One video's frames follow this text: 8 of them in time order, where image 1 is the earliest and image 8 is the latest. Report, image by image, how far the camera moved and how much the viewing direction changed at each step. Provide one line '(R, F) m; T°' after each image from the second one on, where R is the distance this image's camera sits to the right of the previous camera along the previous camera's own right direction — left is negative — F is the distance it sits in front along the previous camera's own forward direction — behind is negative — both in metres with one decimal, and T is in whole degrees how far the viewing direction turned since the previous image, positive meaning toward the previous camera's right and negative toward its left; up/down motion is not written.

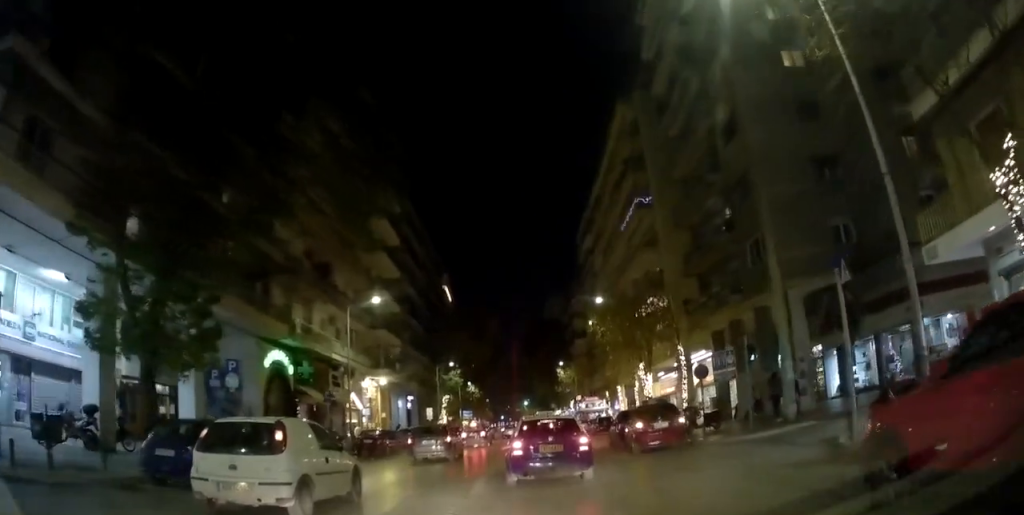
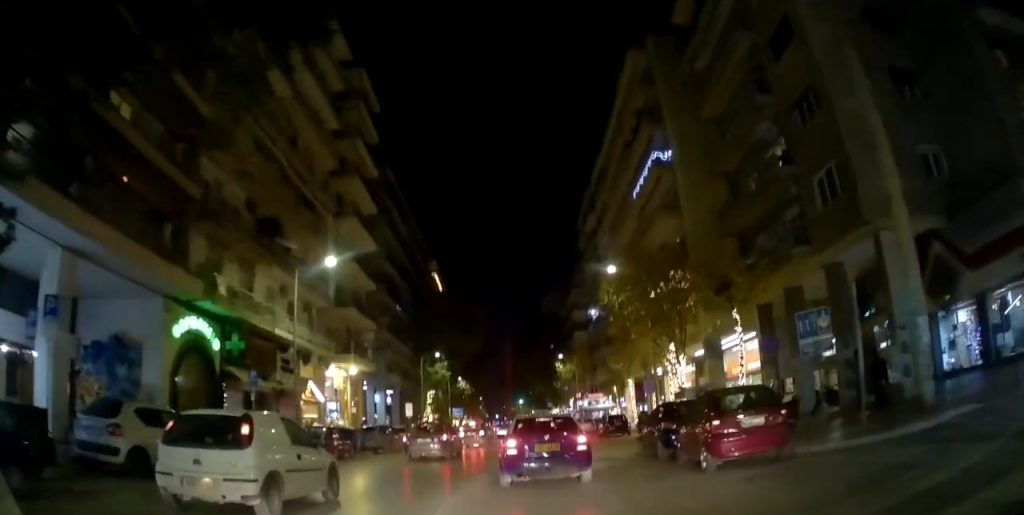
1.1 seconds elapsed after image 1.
(-0.2, +8.3) m; +1°
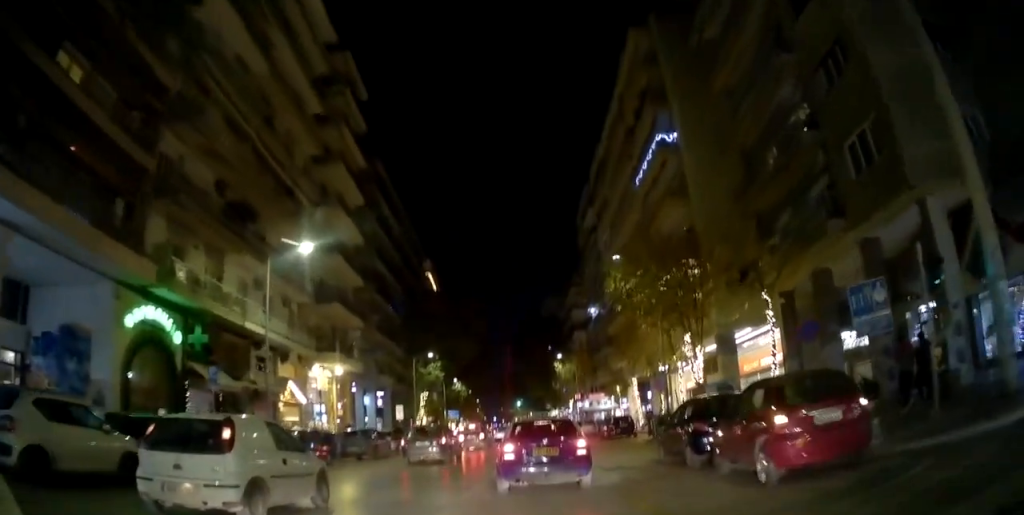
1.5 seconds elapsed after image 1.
(+0.1, +2.8) m; +3°
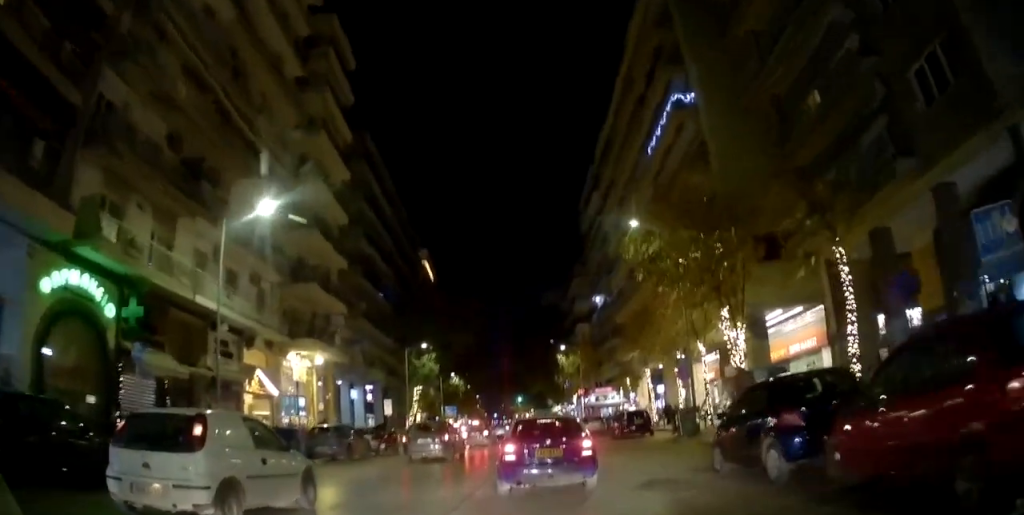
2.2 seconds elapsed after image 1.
(+0.1, +4.3) m; +5°
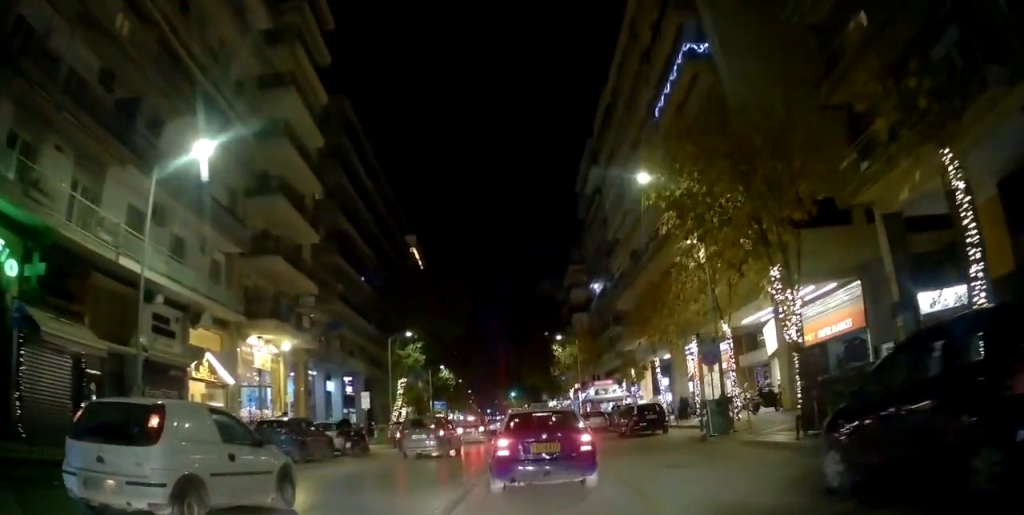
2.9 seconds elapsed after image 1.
(+0.3, +4.2) m; +1°
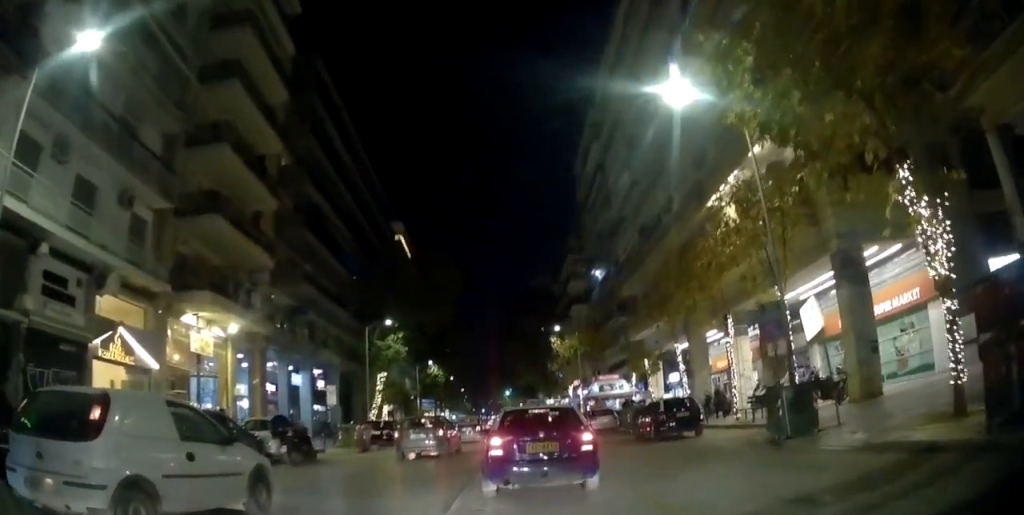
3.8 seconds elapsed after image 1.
(0.0, +5.5) m; -2°
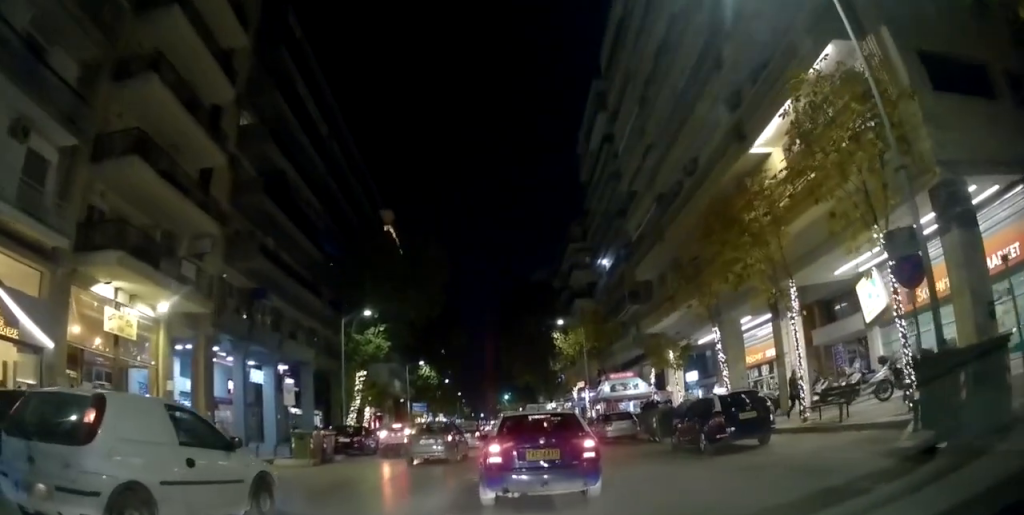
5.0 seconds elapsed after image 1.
(-0.2, +5.8) m; -1°
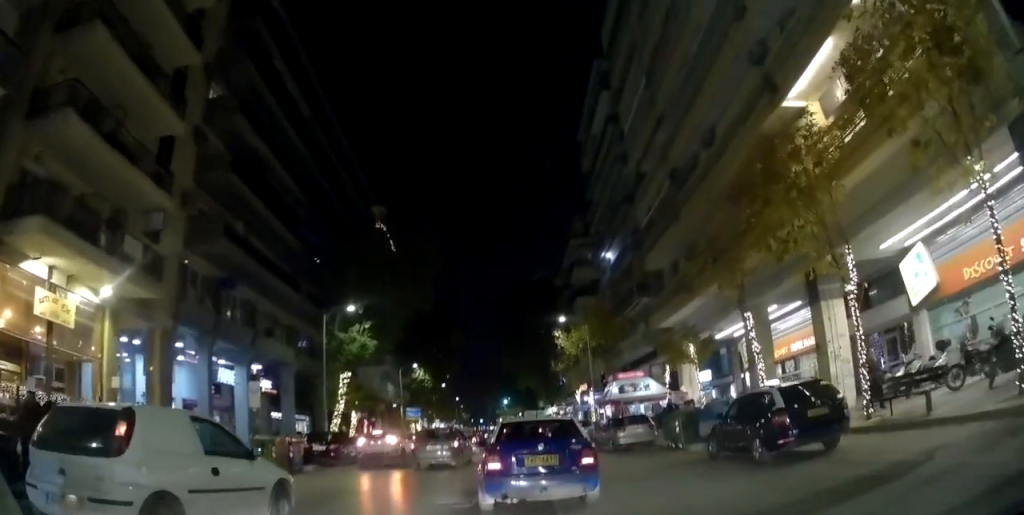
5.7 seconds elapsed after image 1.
(+0.1, +3.3) m; -2°
